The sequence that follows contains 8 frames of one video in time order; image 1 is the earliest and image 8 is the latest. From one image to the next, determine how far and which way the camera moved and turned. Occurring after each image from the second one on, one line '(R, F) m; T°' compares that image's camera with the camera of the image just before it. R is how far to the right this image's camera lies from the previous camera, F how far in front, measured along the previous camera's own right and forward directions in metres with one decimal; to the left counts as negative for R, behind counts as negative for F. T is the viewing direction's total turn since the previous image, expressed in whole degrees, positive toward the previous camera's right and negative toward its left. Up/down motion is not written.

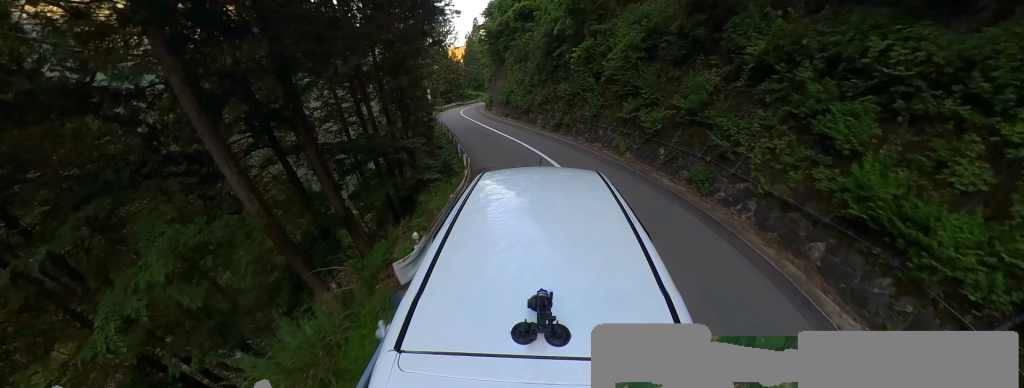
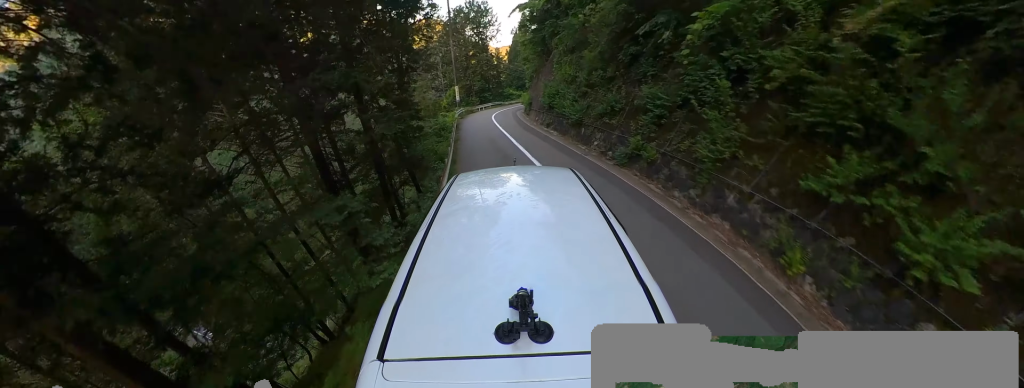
(-0.9, +6.9) m; -10°
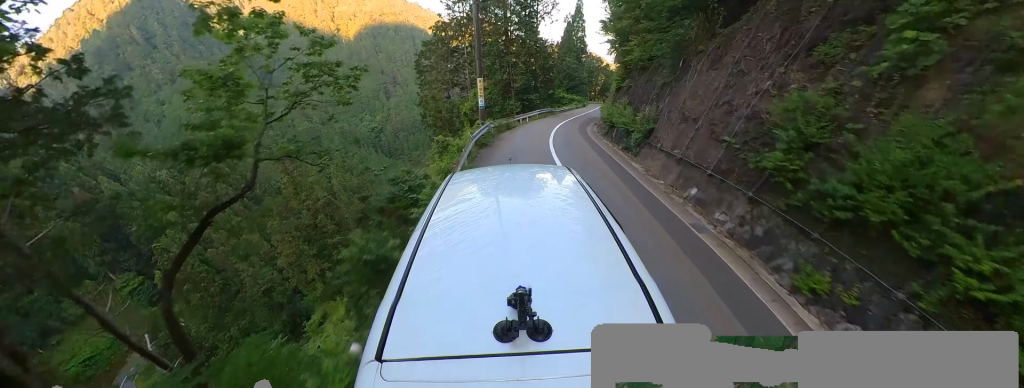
(-2.3, +15.9) m; -7°
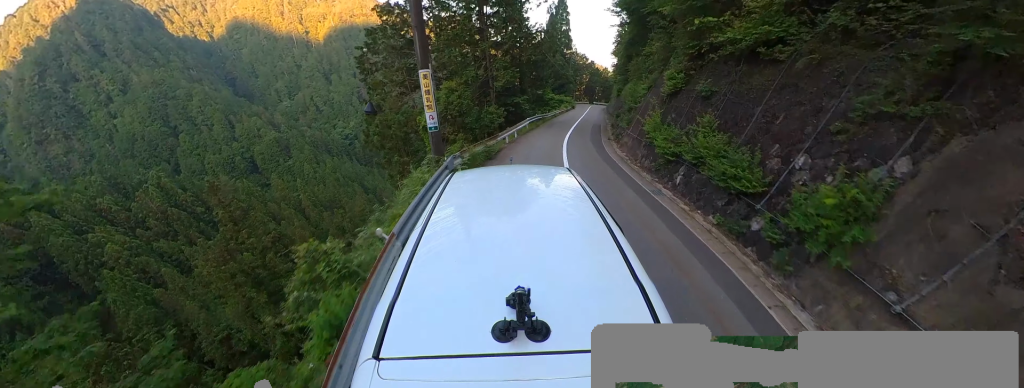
(+1.0, +8.2) m; +8°
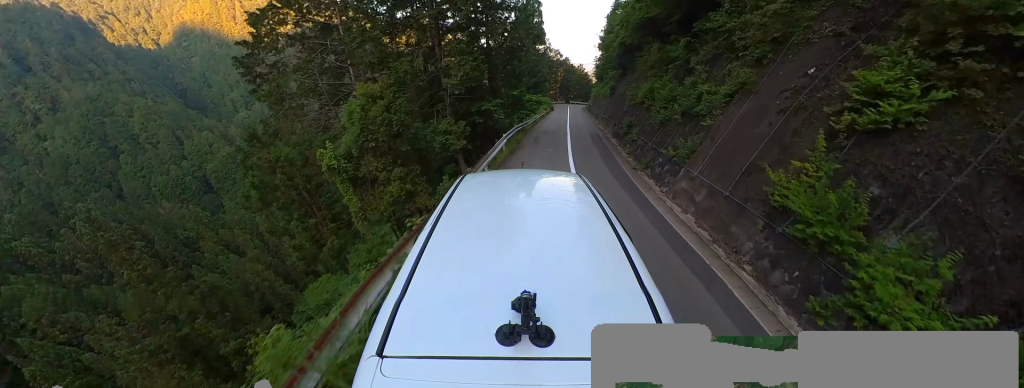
(+0.1, +7.9) m; +9°
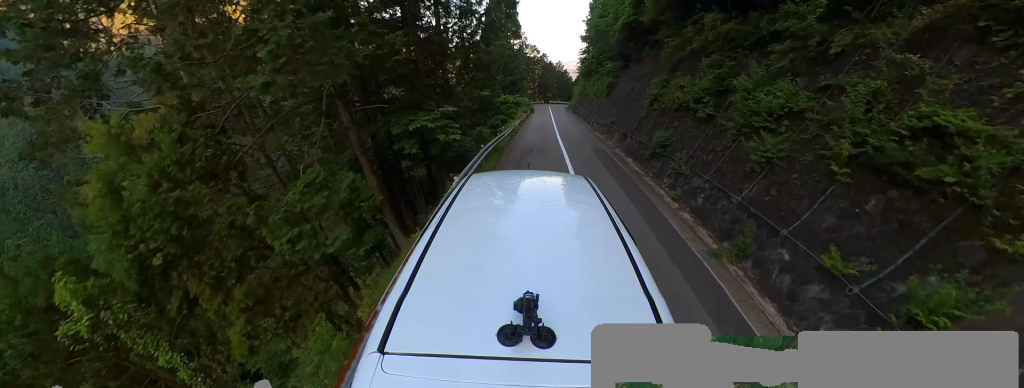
(+0.9, +7.0) m; +2°
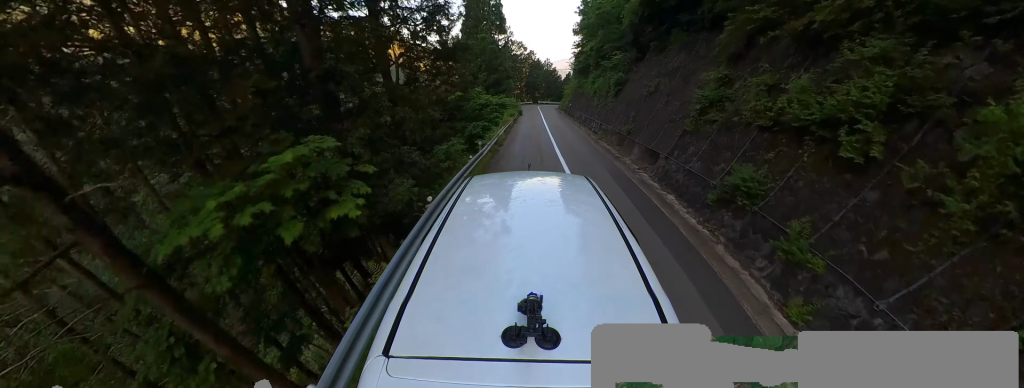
(+0.3, +5.3) m; 0°
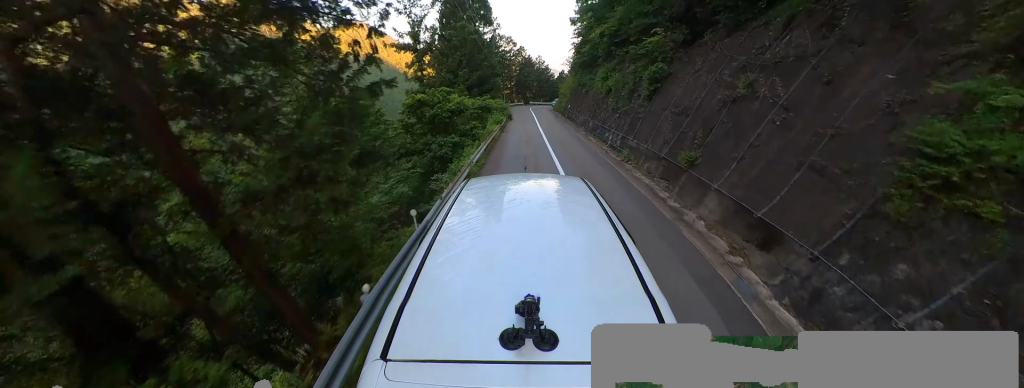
(-1.1, +6.7) m; -1°
